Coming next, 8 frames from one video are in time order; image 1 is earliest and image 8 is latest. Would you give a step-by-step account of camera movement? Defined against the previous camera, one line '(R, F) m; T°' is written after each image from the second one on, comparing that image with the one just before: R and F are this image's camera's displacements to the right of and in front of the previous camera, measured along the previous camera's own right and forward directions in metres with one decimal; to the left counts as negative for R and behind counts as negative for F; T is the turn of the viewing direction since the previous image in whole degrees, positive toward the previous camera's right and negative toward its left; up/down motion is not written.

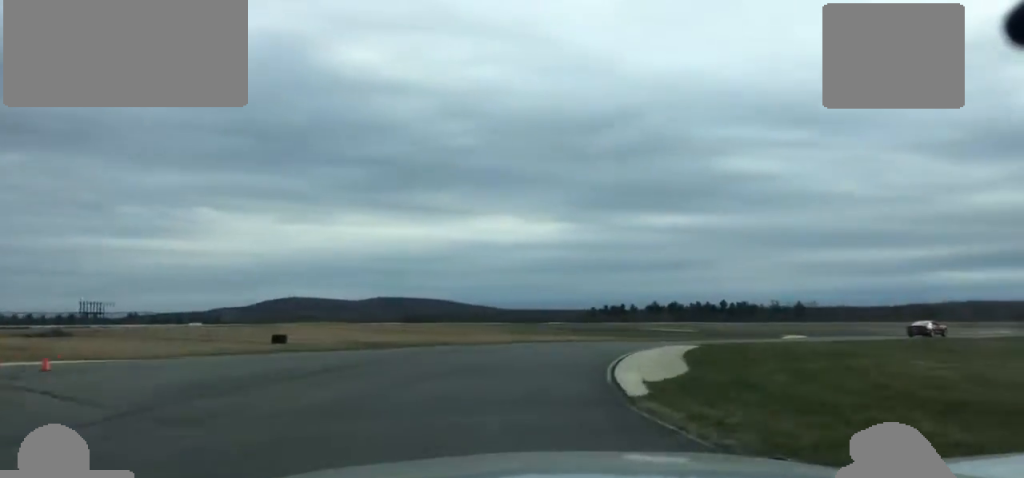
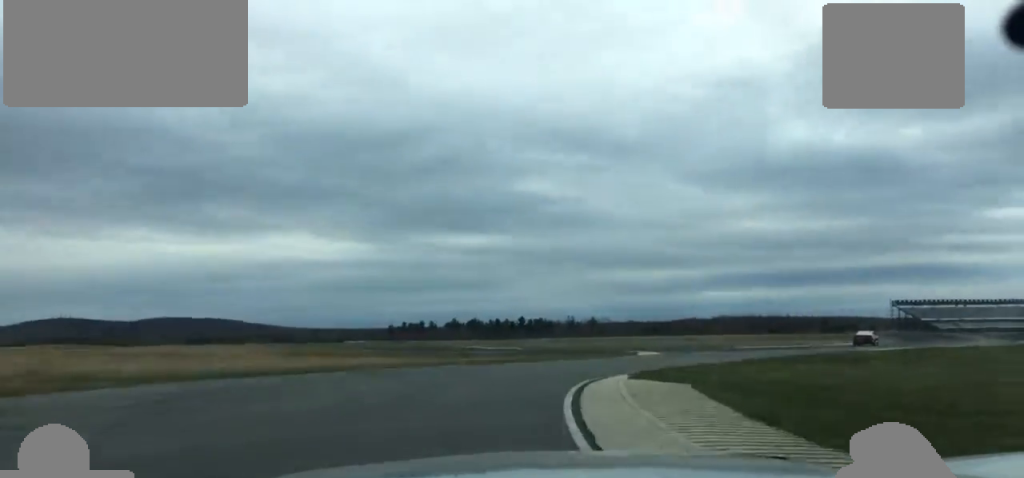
(+2.1, +19.2) m; +14°
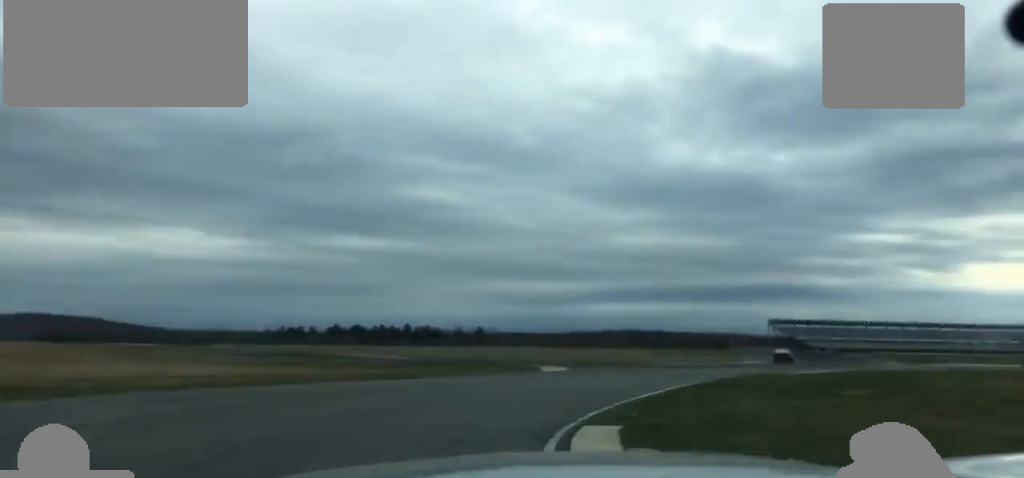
(+0.4, +9.4) m; +7°
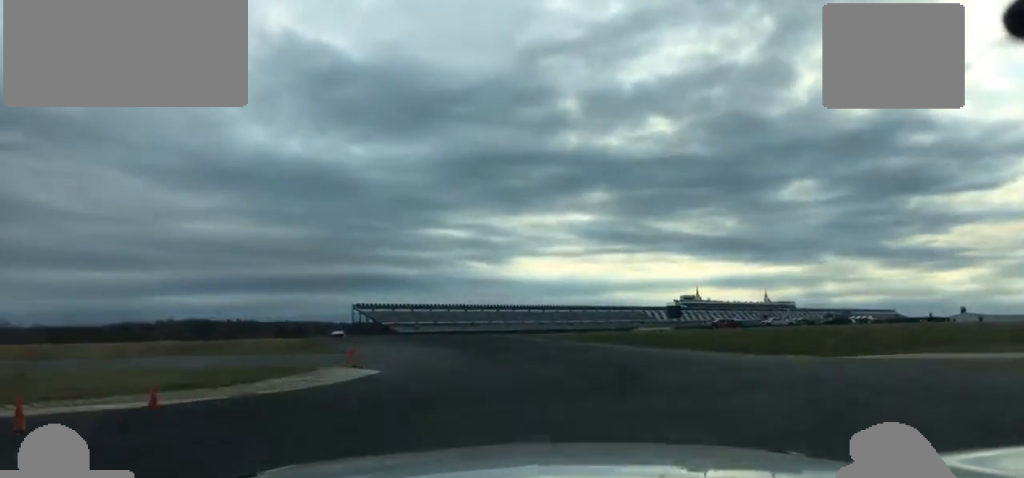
(+18.6, +64.2) m; +21°
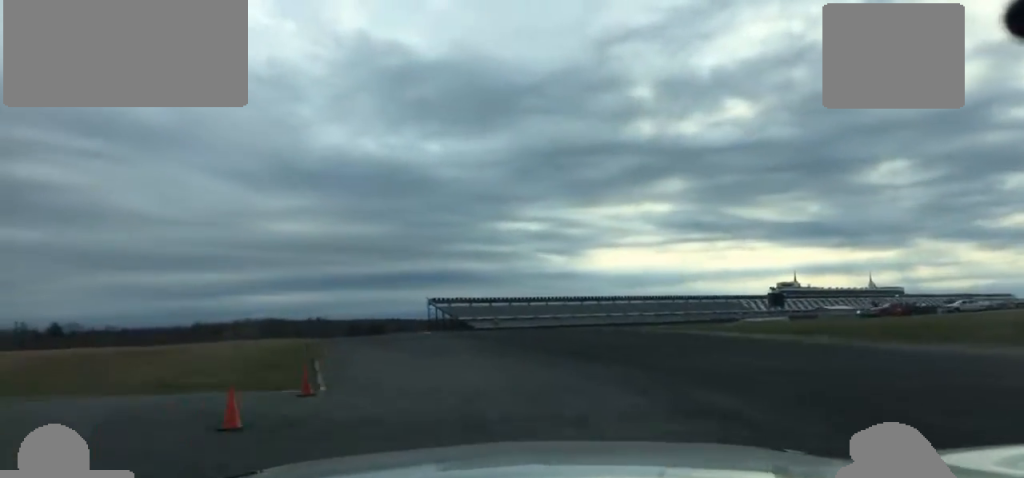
(-0.3, +30.1) m; -3°
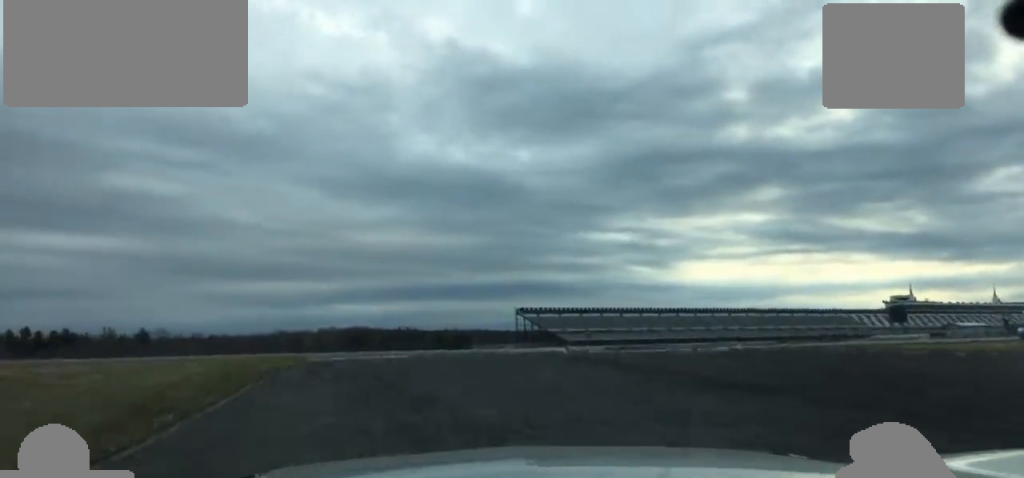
(-0.5, +24.2) m; -2°
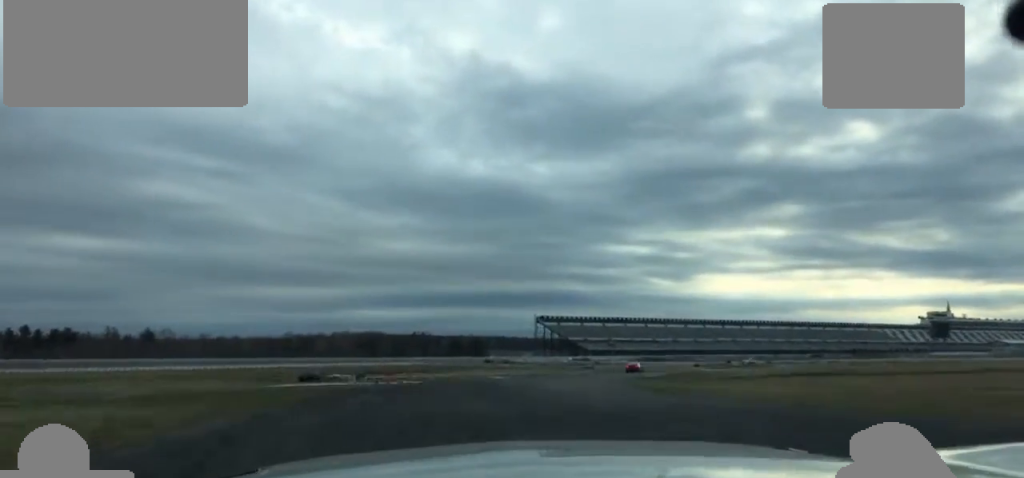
(-0.8, +18.7) m; 0°
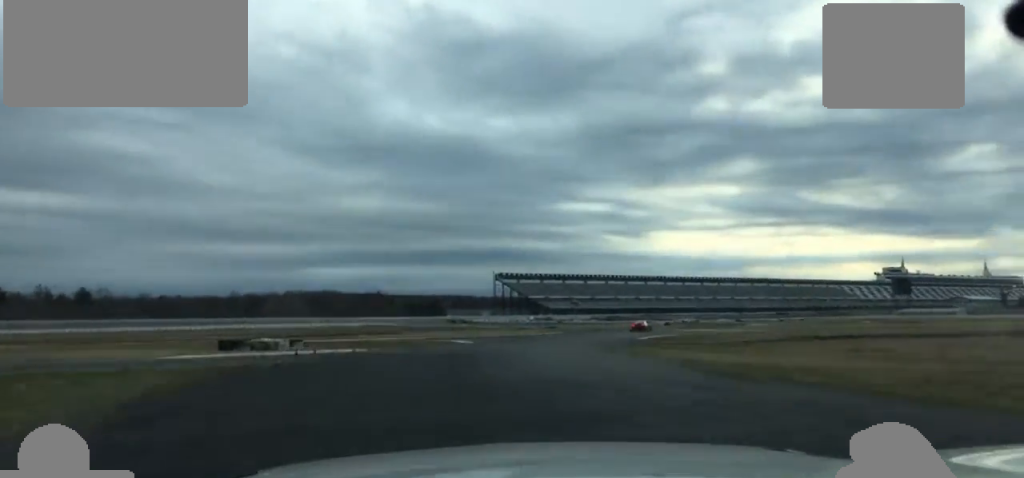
(+0.2, +15.8) m; +2°
